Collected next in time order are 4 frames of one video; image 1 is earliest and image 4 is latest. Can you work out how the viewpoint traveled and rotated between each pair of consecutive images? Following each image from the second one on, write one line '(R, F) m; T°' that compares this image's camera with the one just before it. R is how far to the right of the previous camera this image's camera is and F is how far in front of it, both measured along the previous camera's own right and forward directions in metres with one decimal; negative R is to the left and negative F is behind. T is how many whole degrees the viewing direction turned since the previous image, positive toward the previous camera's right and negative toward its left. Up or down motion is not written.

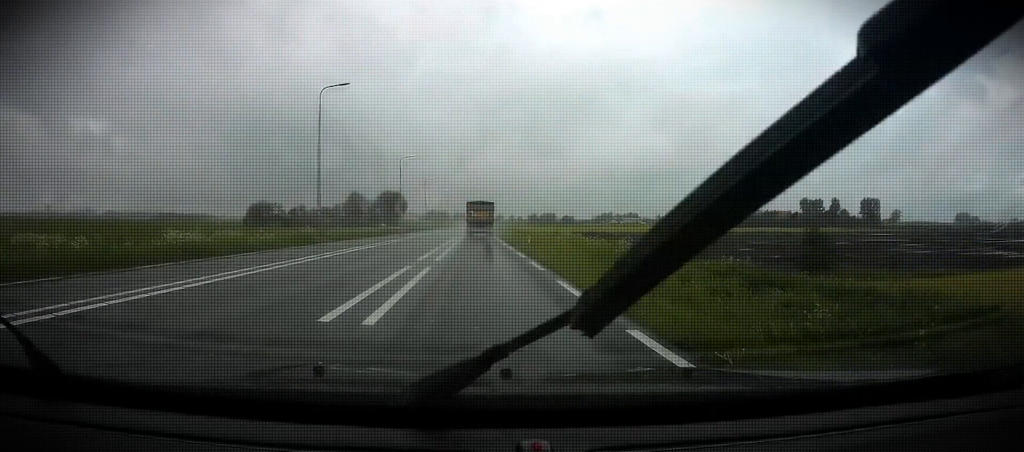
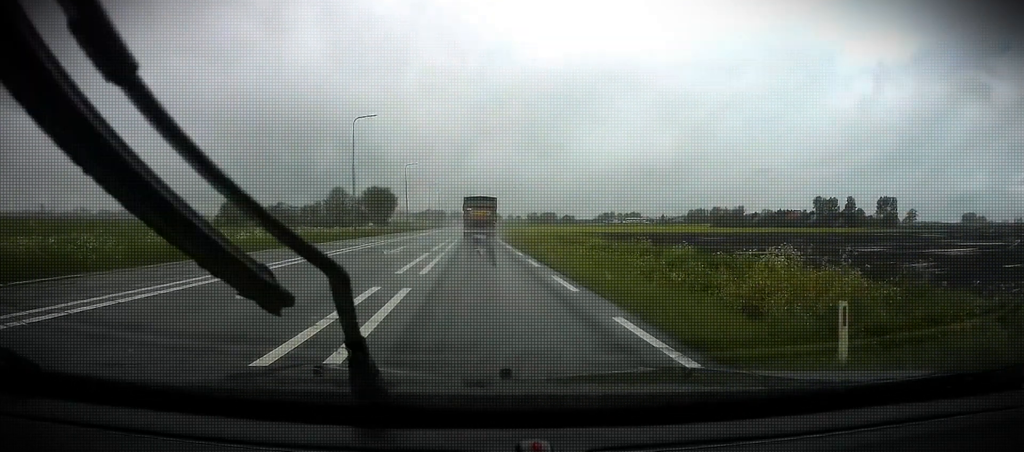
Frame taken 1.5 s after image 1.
(-0.6, +29.2) m; -1°
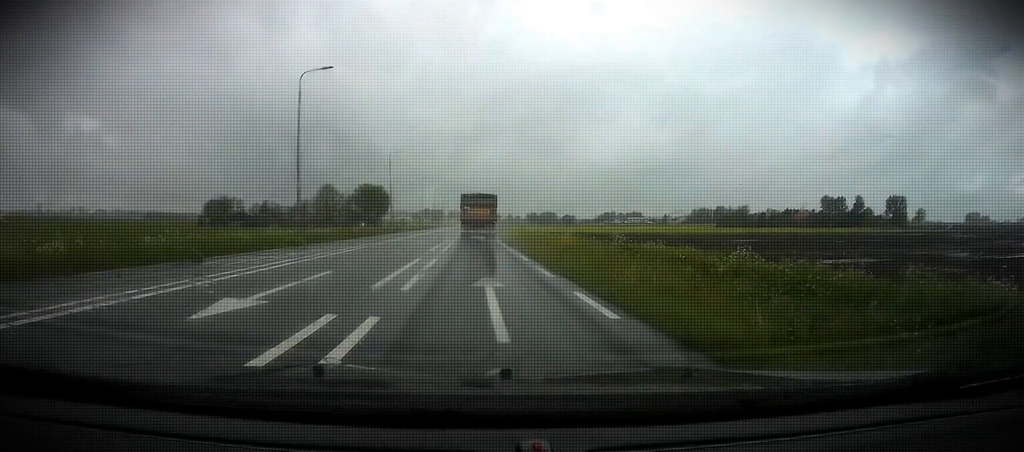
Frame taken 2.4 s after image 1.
(-0.1, +15.2) m; +1°
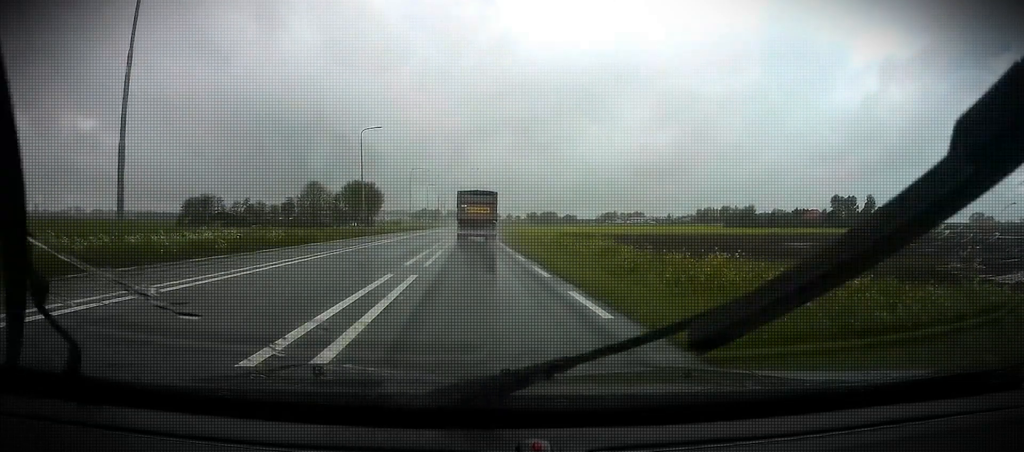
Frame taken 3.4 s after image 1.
(+0.3, +18.3) m; +1°
